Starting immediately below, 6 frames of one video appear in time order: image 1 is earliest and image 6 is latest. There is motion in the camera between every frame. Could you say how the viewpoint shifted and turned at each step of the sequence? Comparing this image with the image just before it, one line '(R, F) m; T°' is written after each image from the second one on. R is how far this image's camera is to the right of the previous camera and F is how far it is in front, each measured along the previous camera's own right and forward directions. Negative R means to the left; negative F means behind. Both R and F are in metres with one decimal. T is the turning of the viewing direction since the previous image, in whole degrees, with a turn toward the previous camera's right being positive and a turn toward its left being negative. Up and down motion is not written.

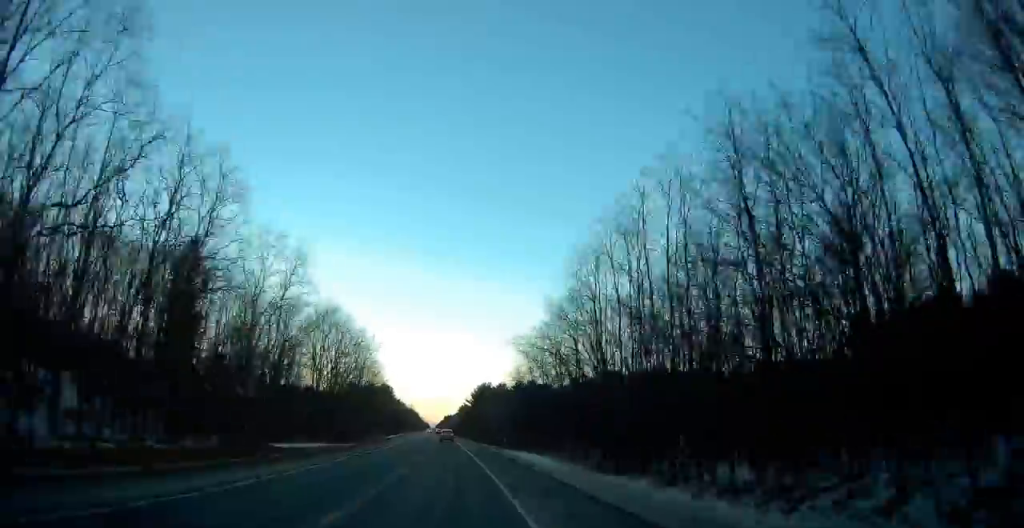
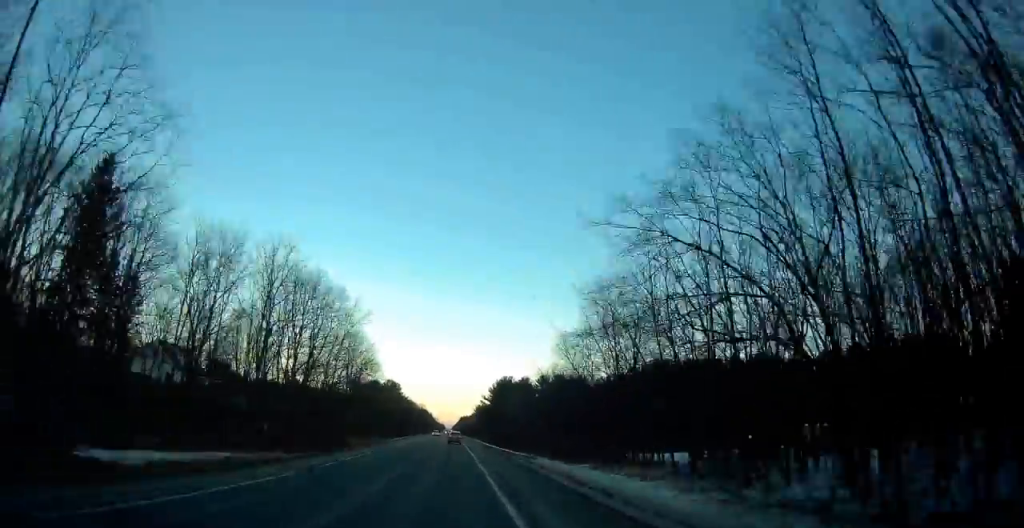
(-0.2, +29.9) m; -1°
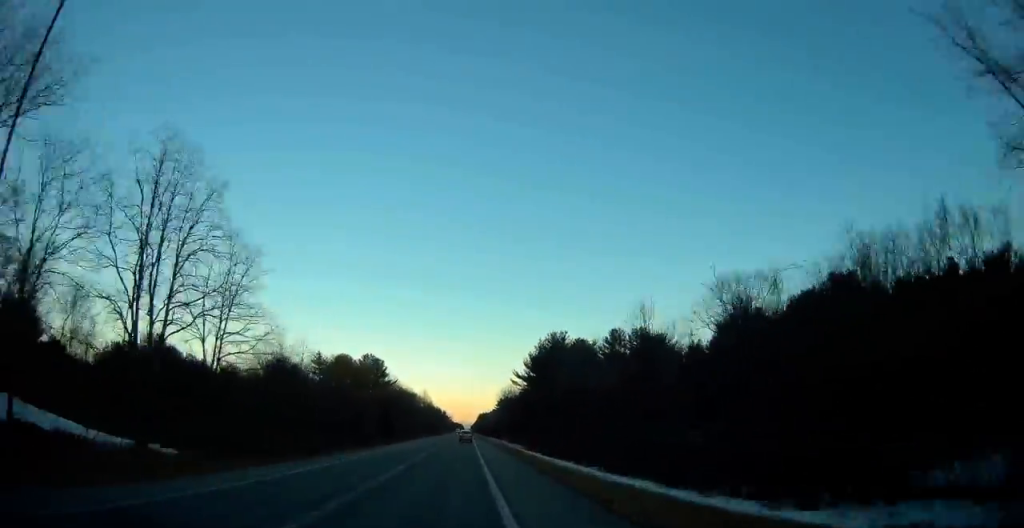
(-1.5, +79.6) m; -1°
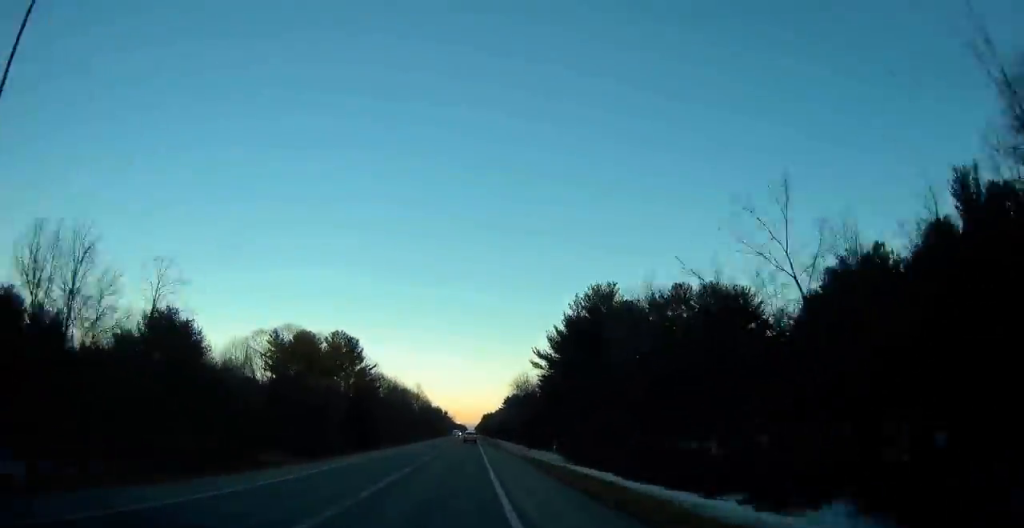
(-0.1, +37.0) m; 0°
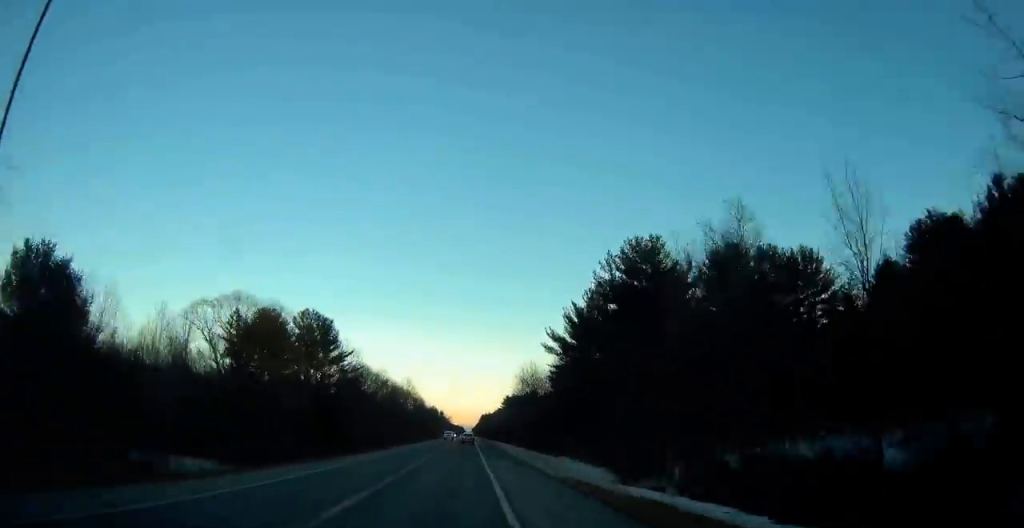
(-0.1, +19.3) m; 0°
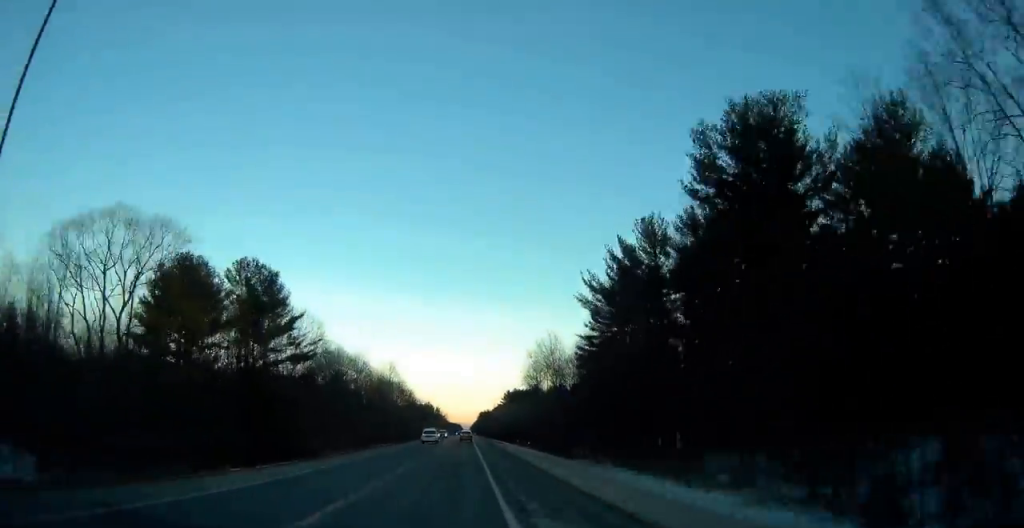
(+0.1, +25.9) m; 0°
